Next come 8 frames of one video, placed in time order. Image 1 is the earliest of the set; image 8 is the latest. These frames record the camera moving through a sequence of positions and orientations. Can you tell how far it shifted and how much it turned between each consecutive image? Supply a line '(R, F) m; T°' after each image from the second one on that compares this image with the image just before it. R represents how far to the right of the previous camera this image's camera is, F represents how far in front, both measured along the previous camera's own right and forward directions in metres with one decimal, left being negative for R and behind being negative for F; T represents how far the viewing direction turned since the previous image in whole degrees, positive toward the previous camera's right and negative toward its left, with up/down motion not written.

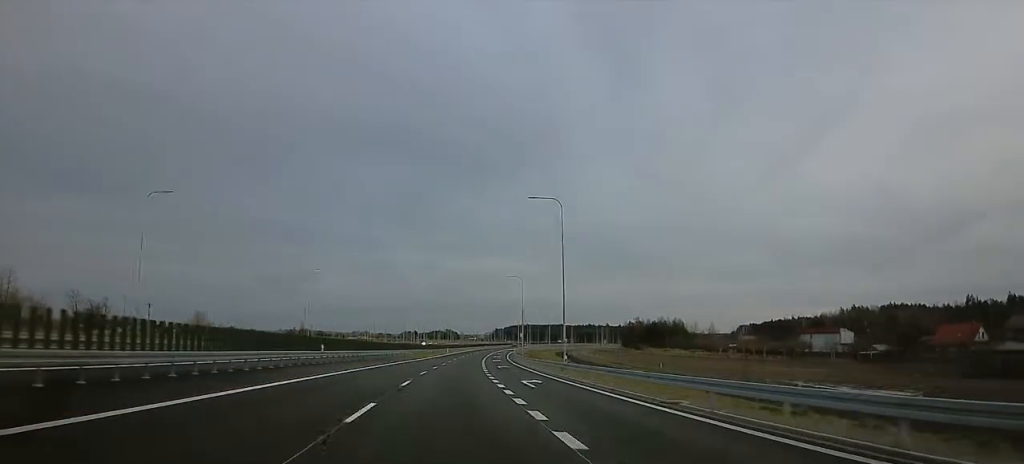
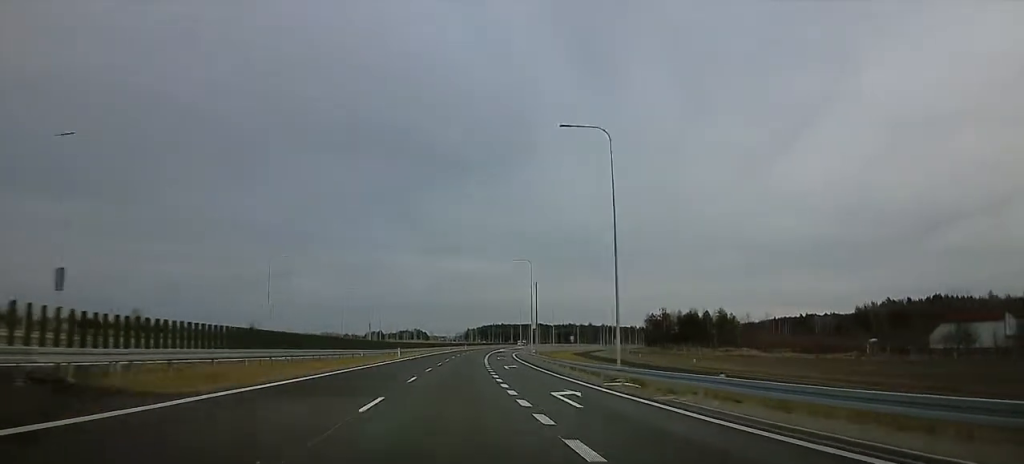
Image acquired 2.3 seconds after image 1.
(+2.1, +70.3) m; +2°
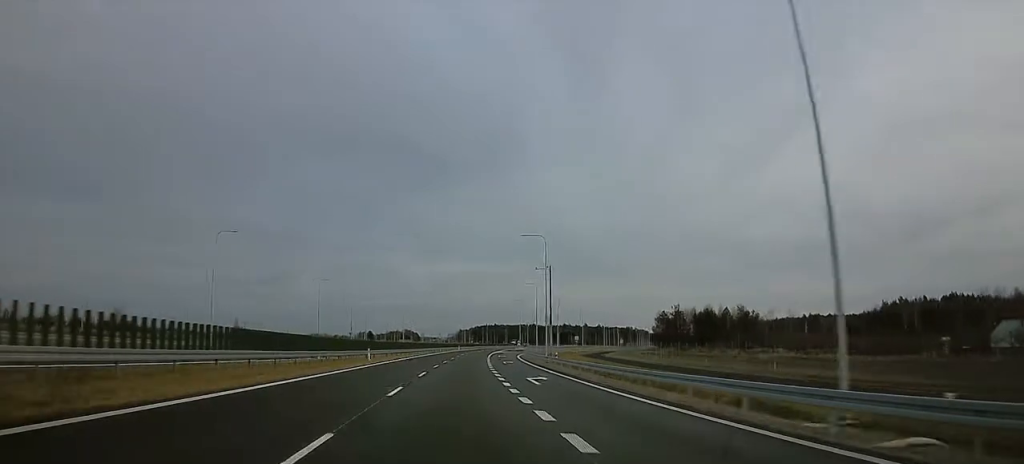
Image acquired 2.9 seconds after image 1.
(0.0, +19.6) m; +1°
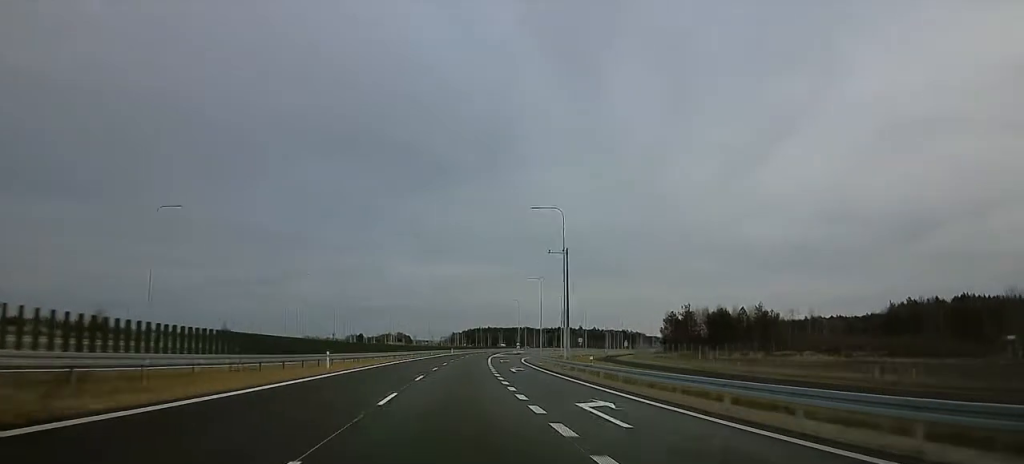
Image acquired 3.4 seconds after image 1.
(-0.1, +14.4) m; +1°
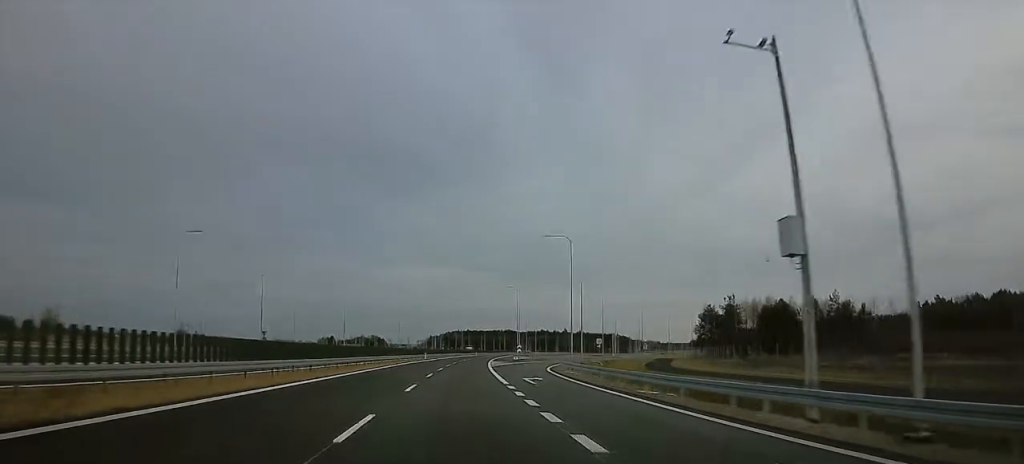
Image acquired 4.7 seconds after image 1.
(+1.6, +42.0) m; +3°
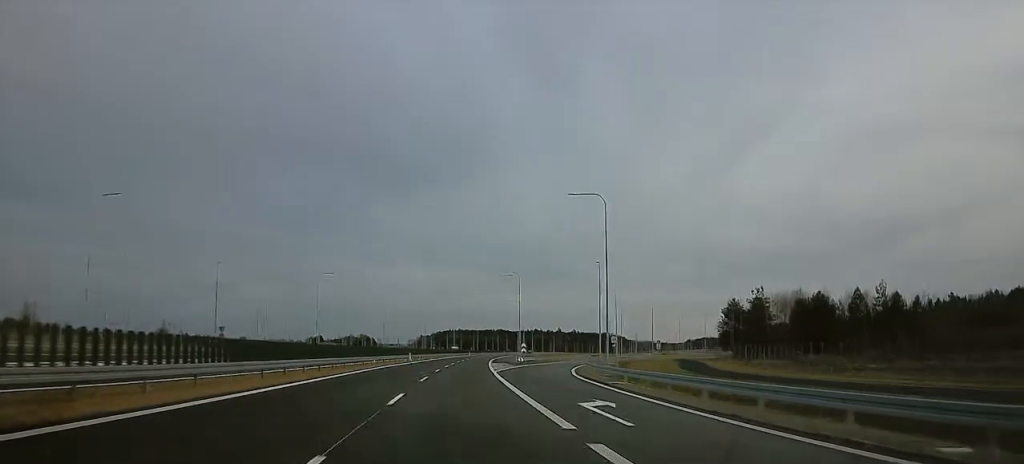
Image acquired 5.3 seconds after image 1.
(+0.7, +17.4) m; 0°
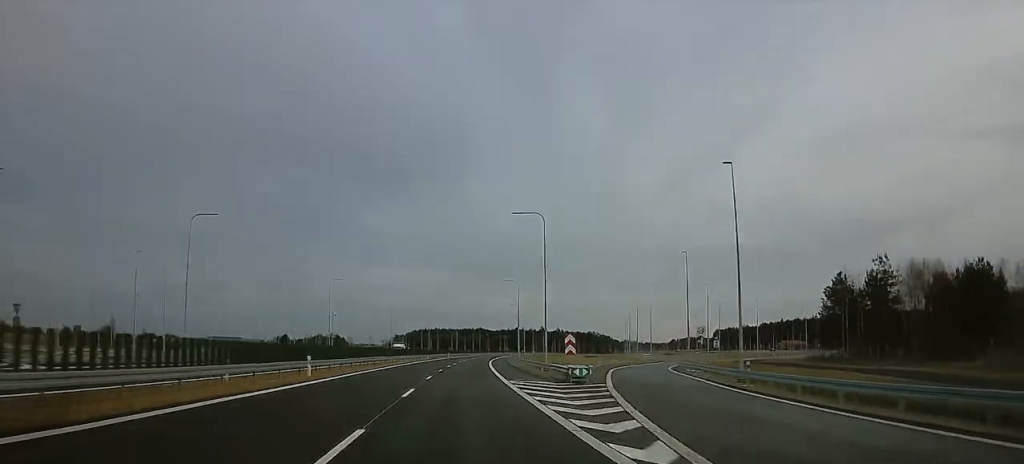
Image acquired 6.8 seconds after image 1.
(+1.3, +44.5) m; +7°
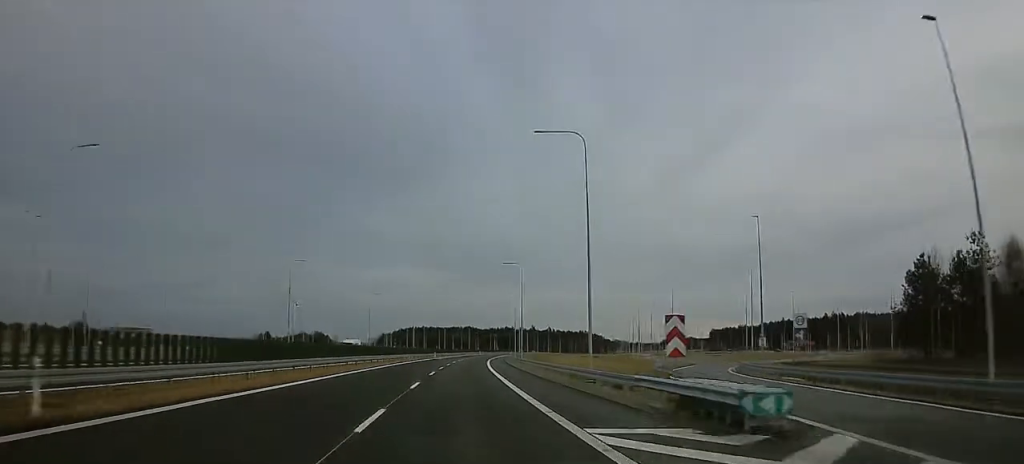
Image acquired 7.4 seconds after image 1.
(+1.2, +20.3) m; +3°
